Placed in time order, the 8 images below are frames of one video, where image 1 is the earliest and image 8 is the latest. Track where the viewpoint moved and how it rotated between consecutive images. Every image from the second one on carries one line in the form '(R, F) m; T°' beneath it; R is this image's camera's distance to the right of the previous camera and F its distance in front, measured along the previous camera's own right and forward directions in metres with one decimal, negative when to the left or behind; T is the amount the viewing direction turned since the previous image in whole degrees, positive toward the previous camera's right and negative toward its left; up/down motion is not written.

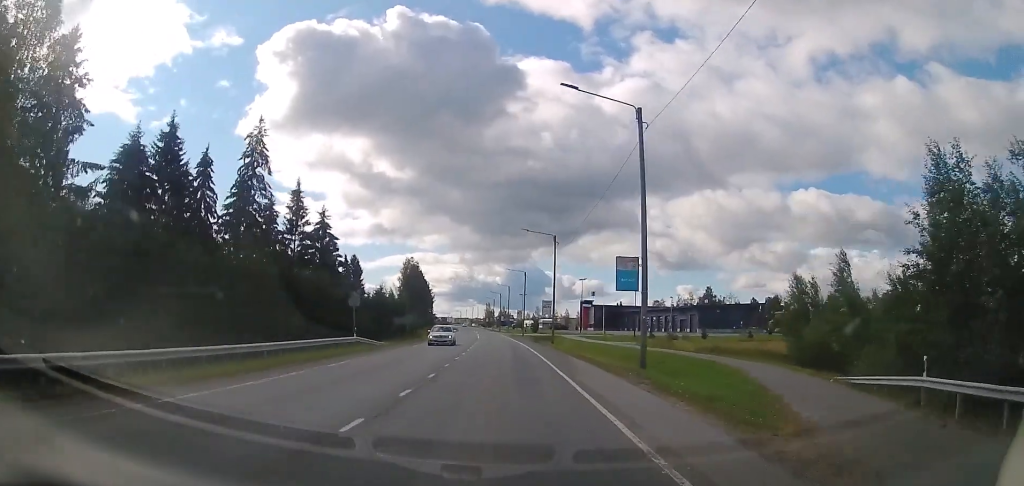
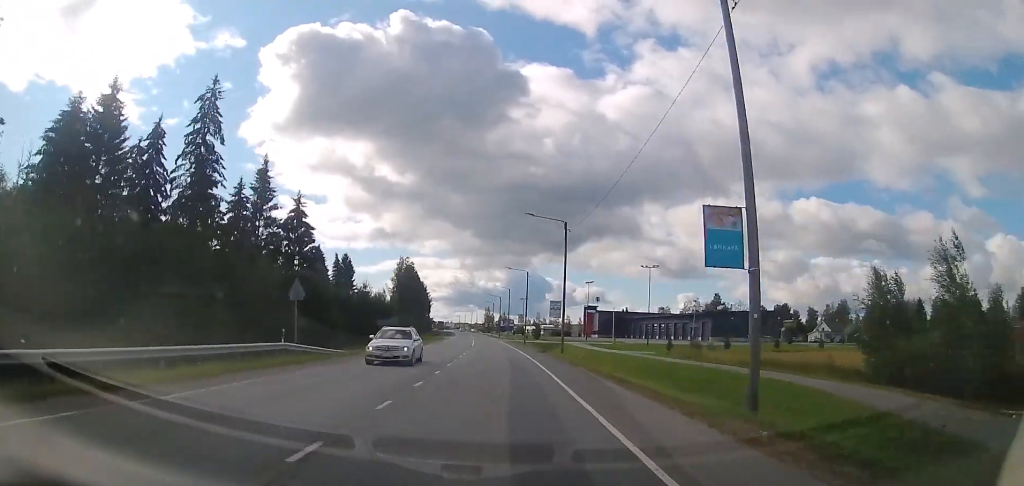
(+0.2, +10.0) m; 0°
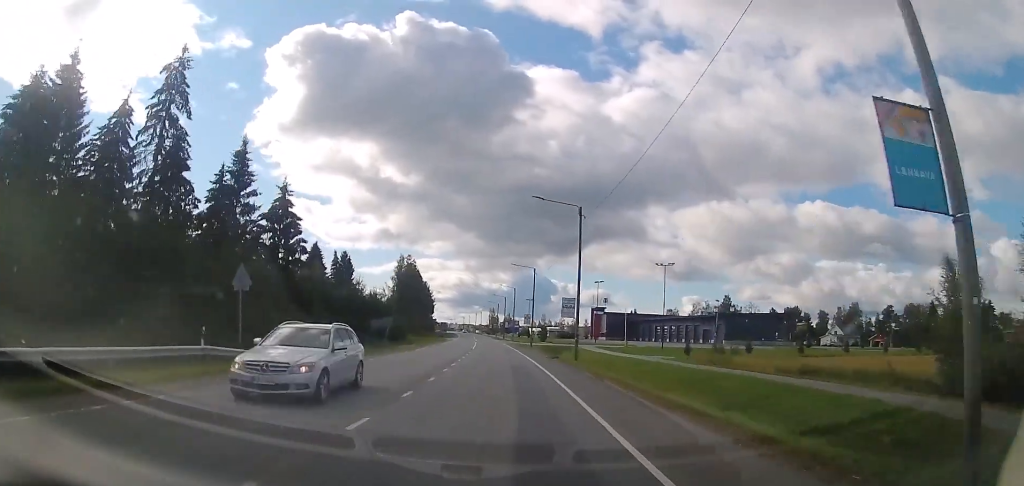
(-0.1, +6.8) m; -1°
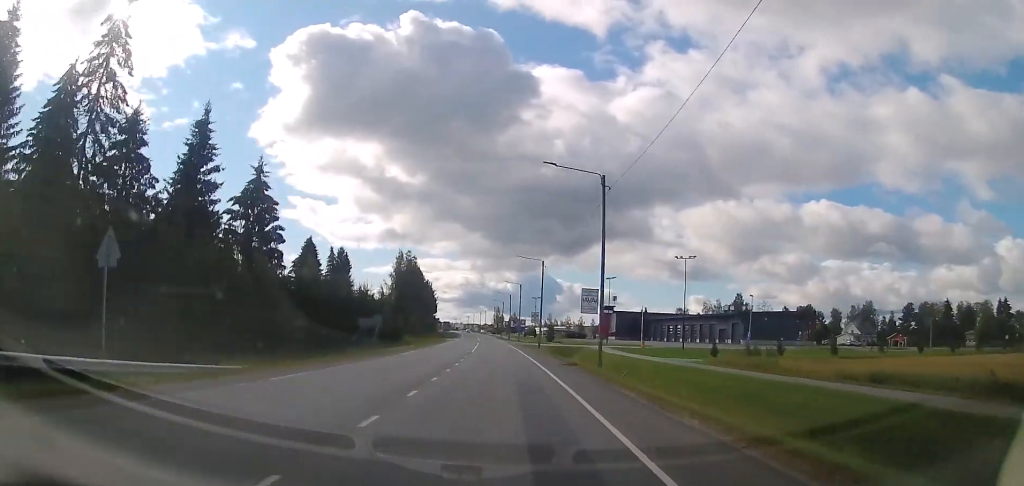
(-0.2, +7.9) m; -1°
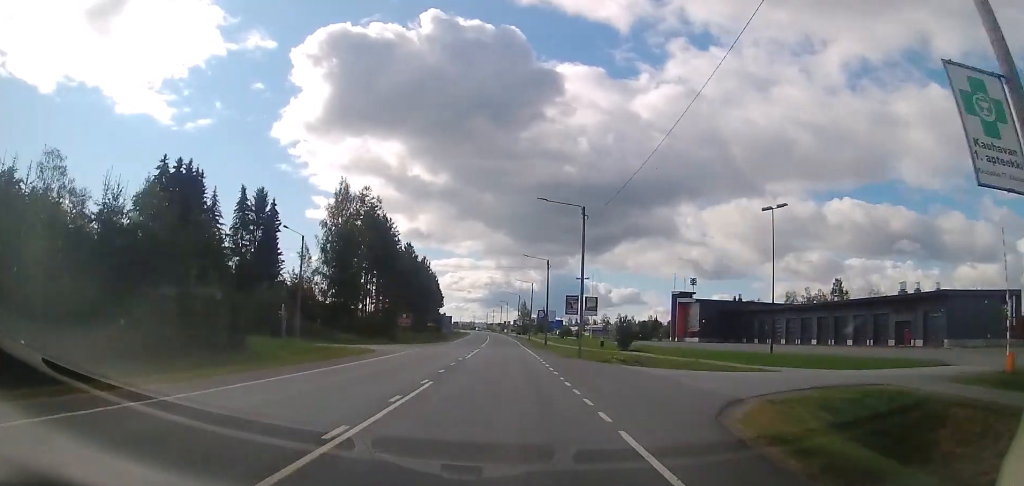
(-1.6, +61.4) m; -3°
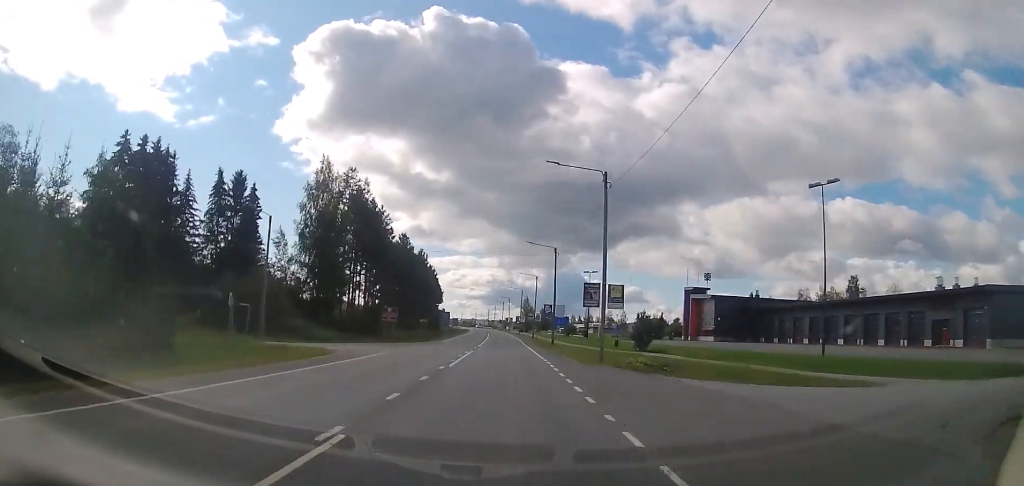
(+0.1, +8.3) m; 0°
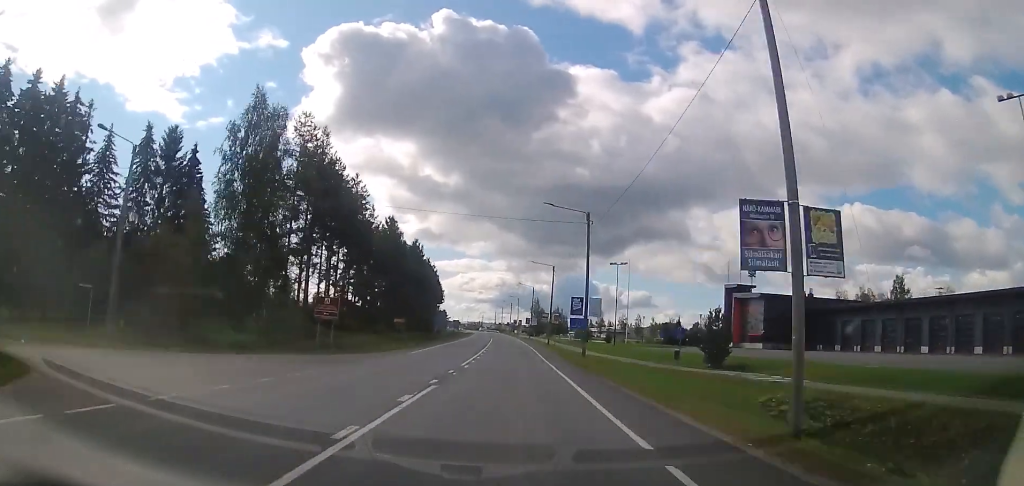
(-0.2, +20.1) m; 0°
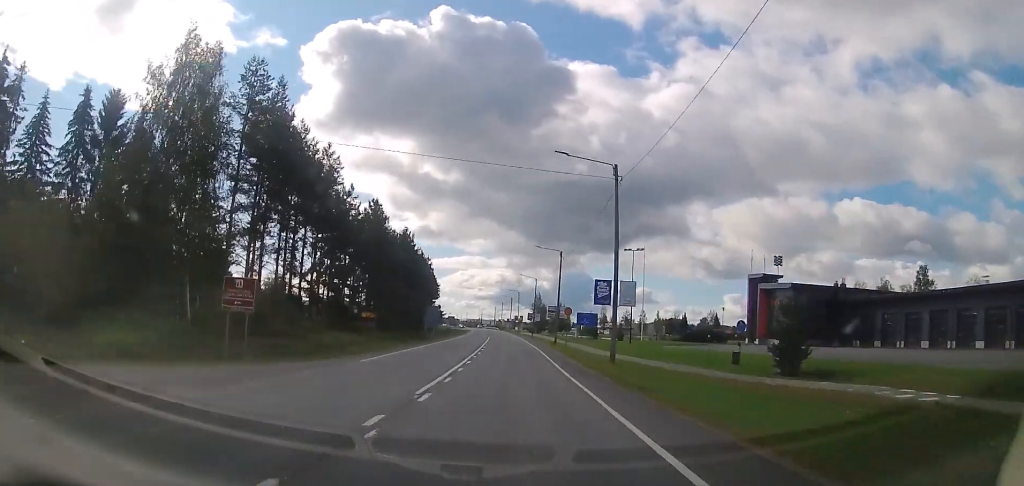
(+0.1, +11.3) m; 0°
